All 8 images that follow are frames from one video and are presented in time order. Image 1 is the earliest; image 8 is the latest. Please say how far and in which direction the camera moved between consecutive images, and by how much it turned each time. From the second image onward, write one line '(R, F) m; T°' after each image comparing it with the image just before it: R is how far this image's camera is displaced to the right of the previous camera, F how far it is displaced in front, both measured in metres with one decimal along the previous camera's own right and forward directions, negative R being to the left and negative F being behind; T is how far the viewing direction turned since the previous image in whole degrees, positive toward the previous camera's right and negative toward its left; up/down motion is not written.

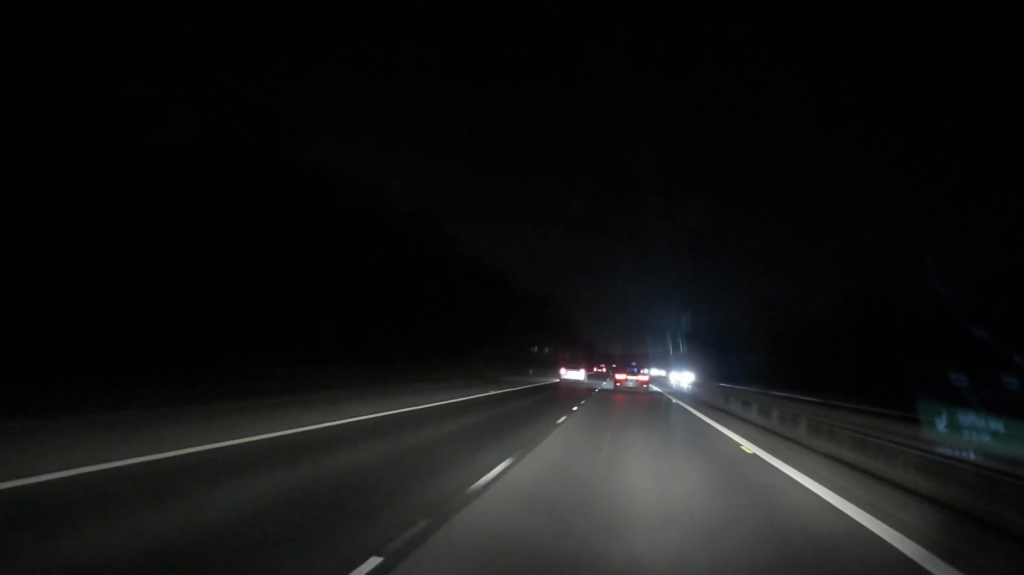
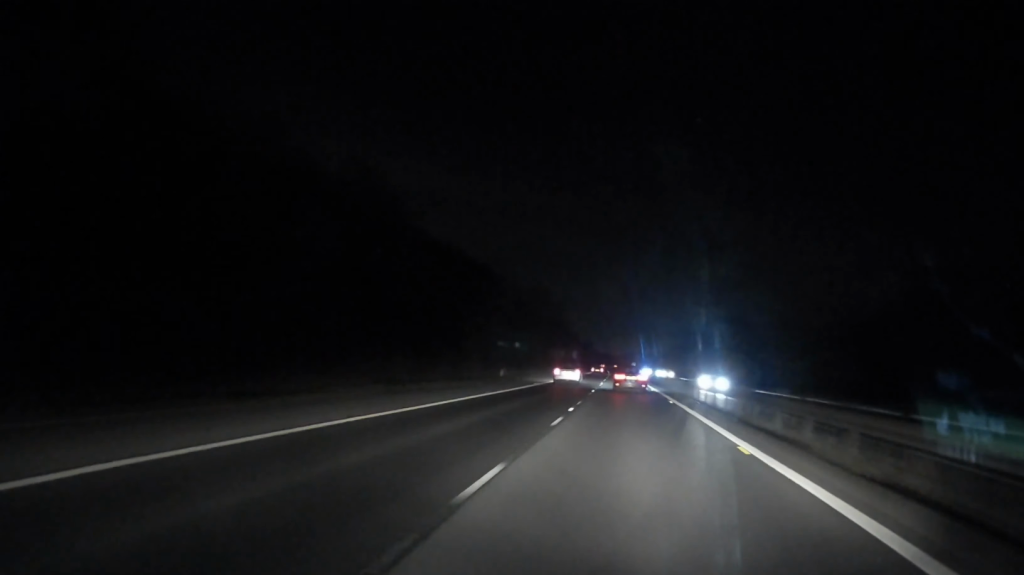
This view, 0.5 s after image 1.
(0.0, +18.4) m; 0°
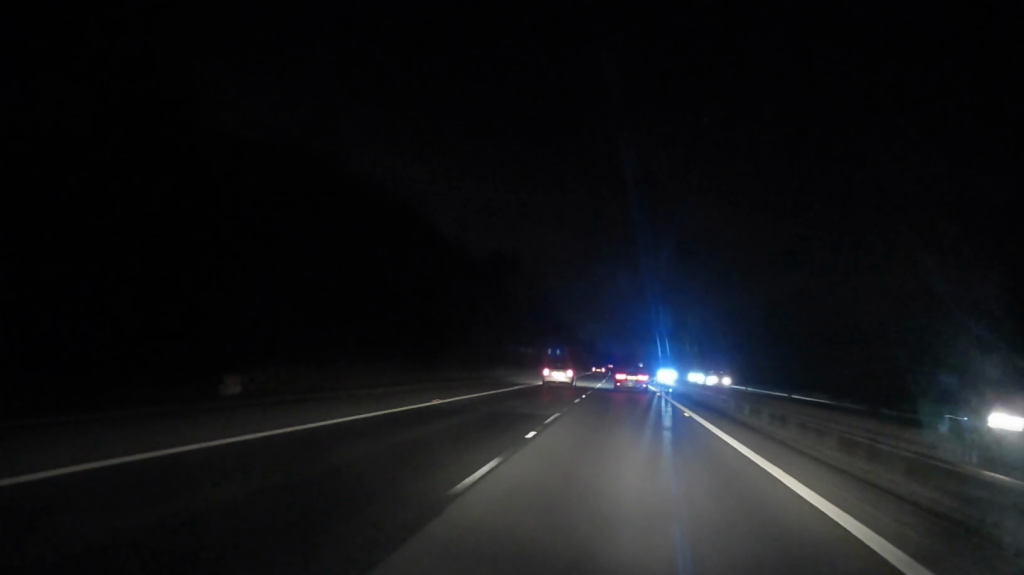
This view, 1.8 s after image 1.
(-0.5, +45.0) m; -1°
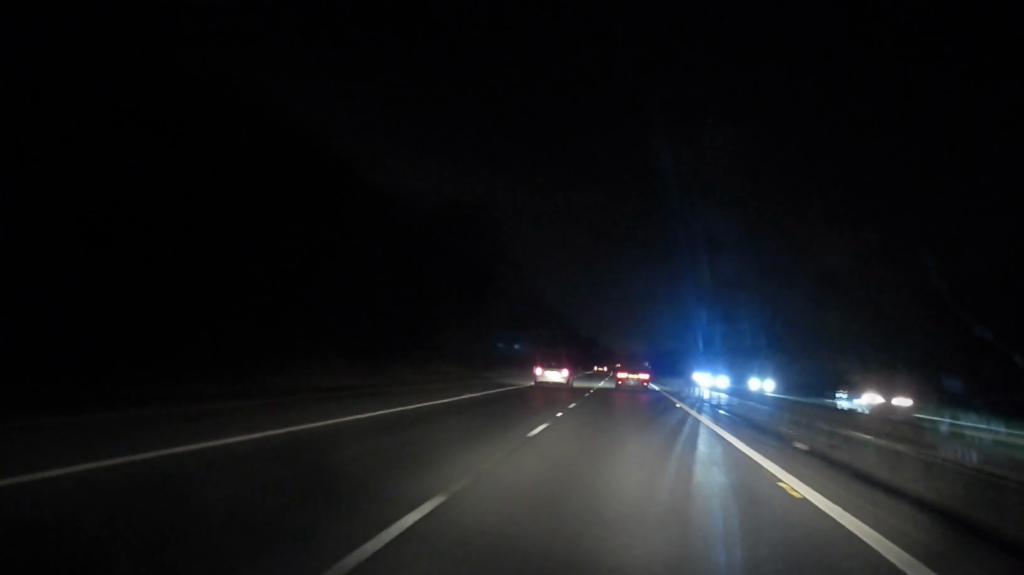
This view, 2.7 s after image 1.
(0.0, +29.4) m; 0°
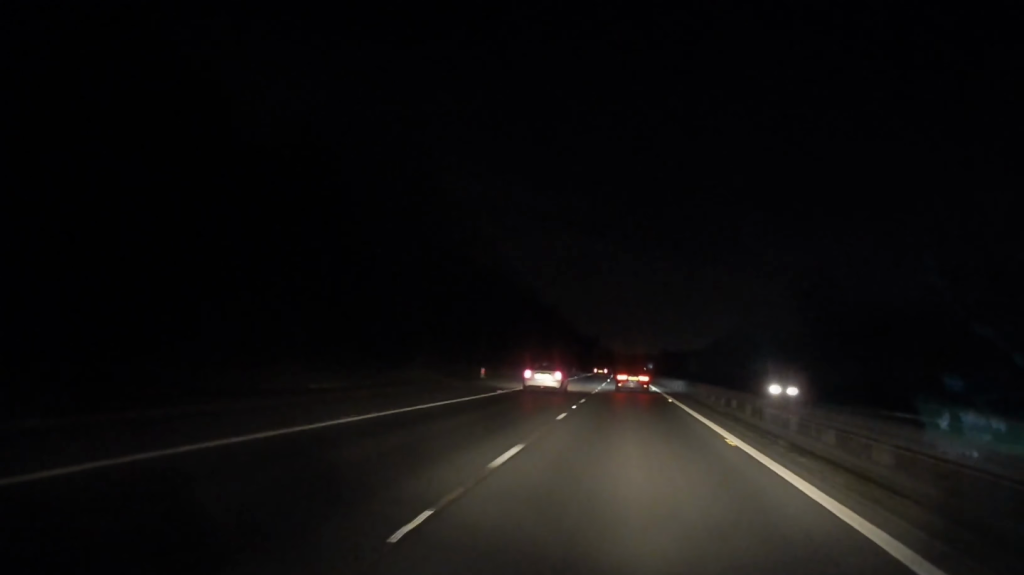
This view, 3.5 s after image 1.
(0.0, +30.3) m; 0°
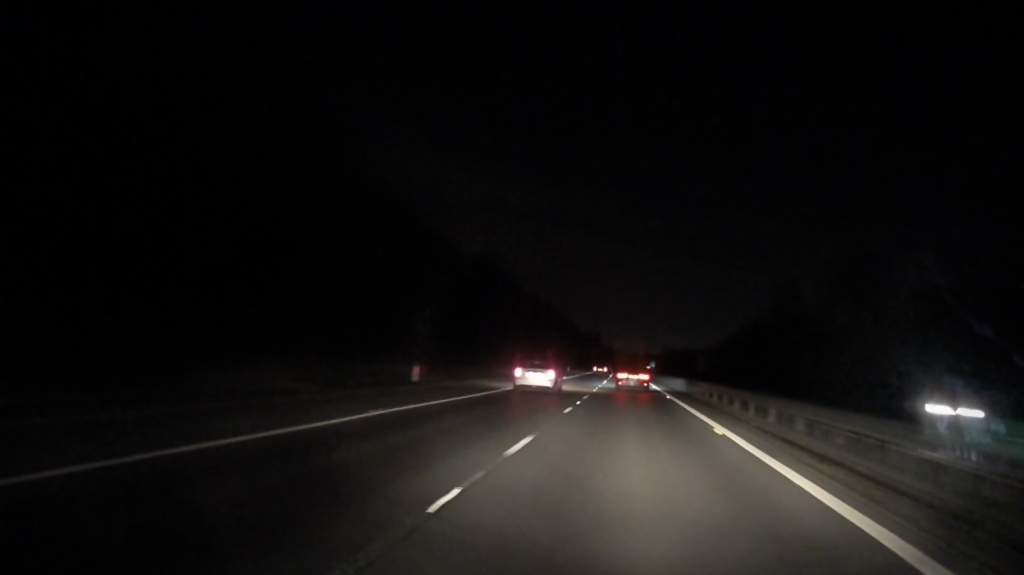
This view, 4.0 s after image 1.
(-0.1, +16.4) m; 0°
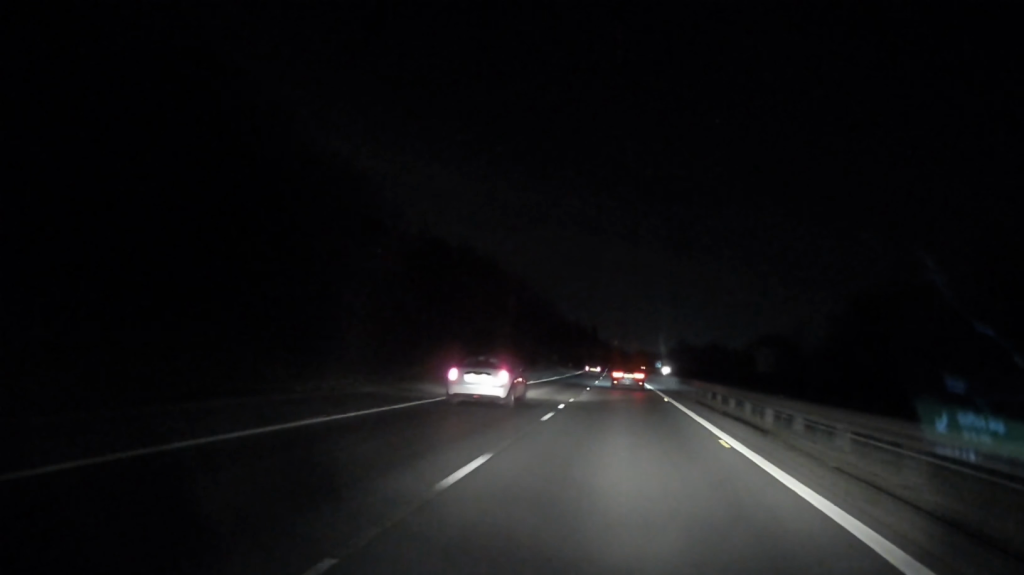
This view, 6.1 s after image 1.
(+0.7, +75.3) m; +1°
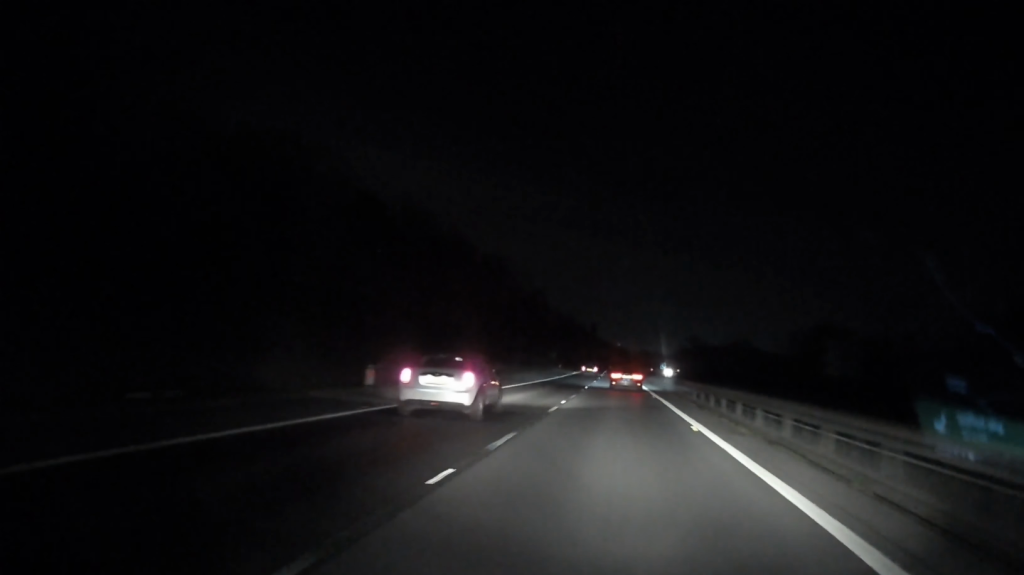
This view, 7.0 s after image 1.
(-0.3, +31.6) m; -1°
